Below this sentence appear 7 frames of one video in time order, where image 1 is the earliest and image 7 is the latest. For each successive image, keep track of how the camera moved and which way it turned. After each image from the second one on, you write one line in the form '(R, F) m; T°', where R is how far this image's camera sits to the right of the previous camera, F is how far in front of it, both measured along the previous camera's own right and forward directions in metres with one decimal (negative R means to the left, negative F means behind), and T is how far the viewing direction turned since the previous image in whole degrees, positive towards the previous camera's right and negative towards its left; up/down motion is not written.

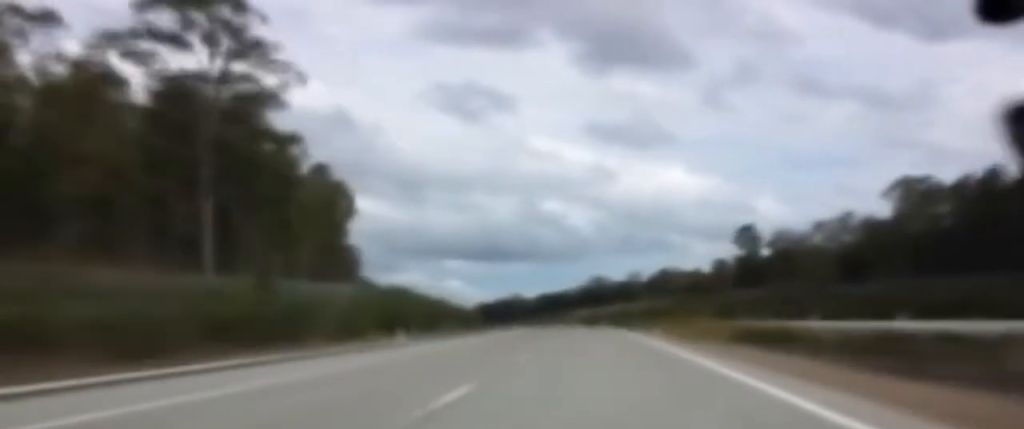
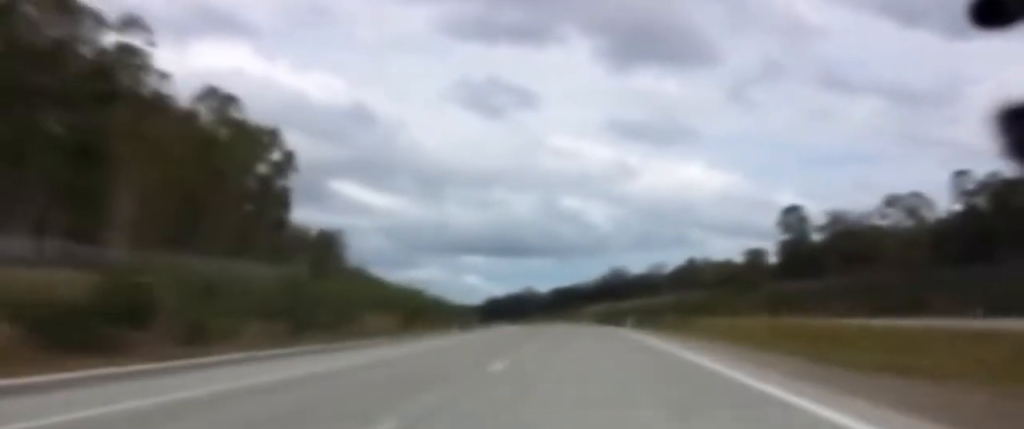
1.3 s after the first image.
(-0.5, +39.9) m; -1°
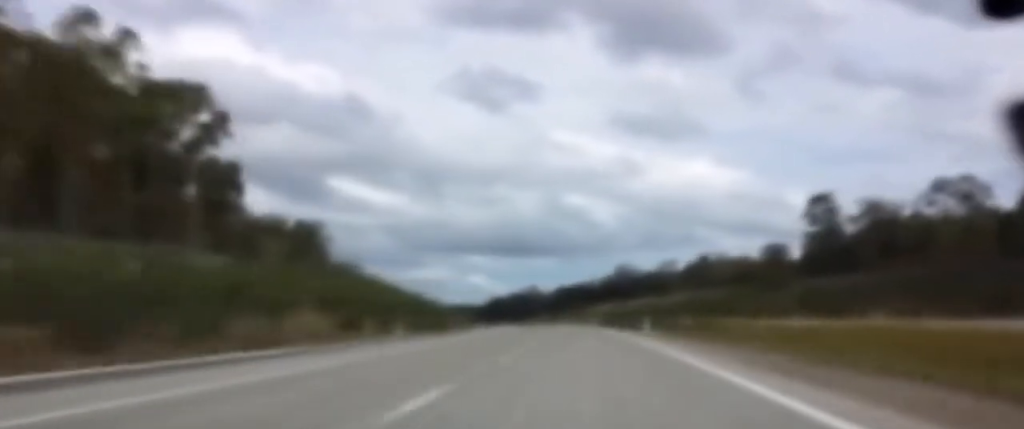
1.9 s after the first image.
(-0.1, +18.5) m; 0°
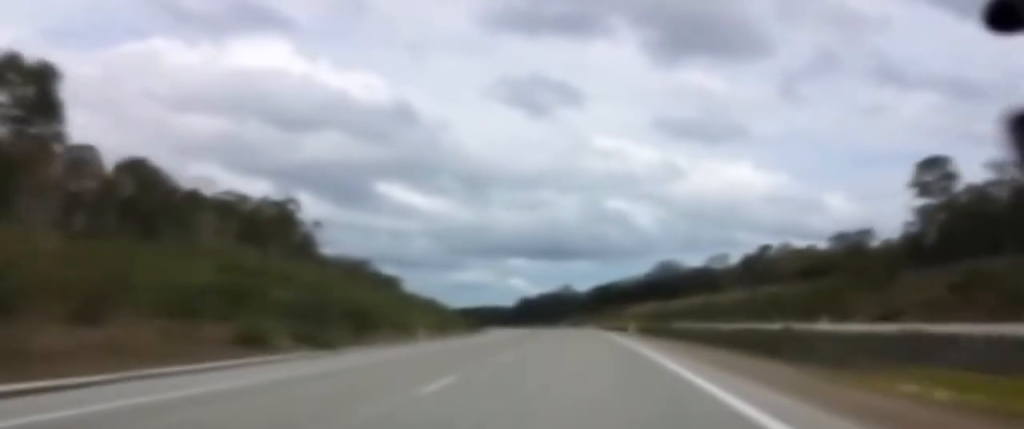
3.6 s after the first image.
(-0.5, +53.2) m; -1°
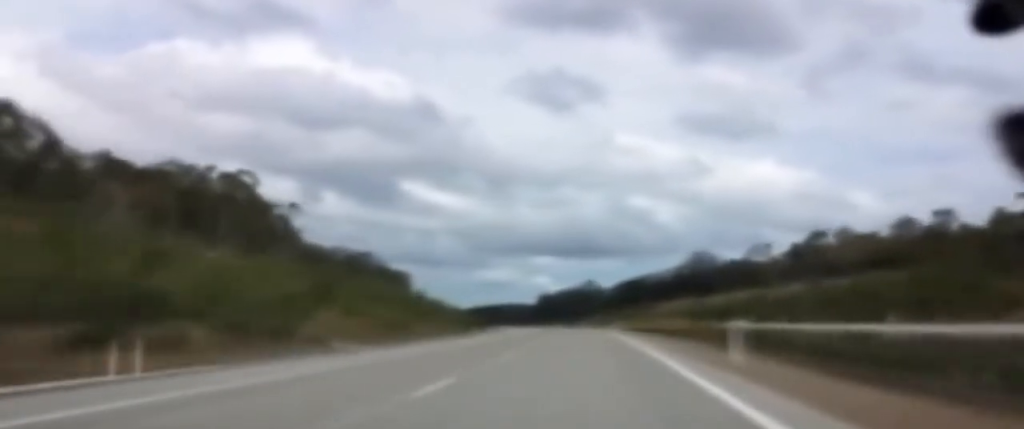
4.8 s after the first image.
(-0.5, +34.5) m; -2°
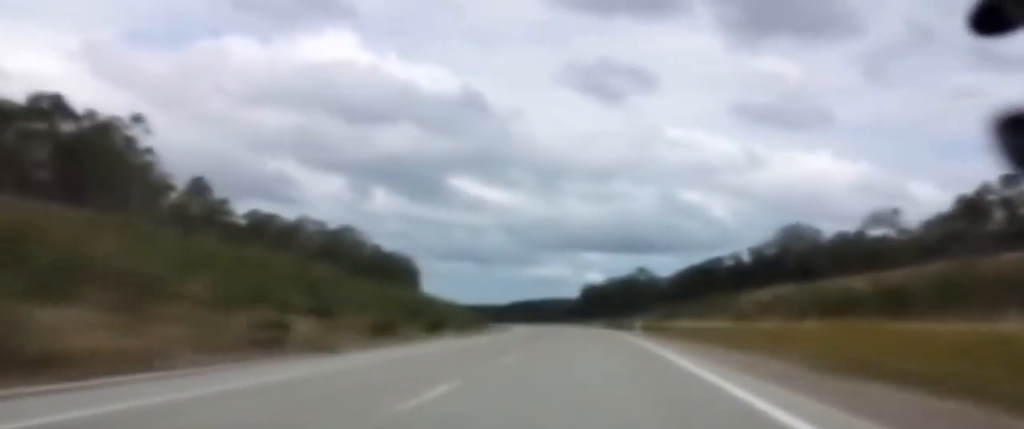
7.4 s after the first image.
(-2.4, +80.3) m; -3°
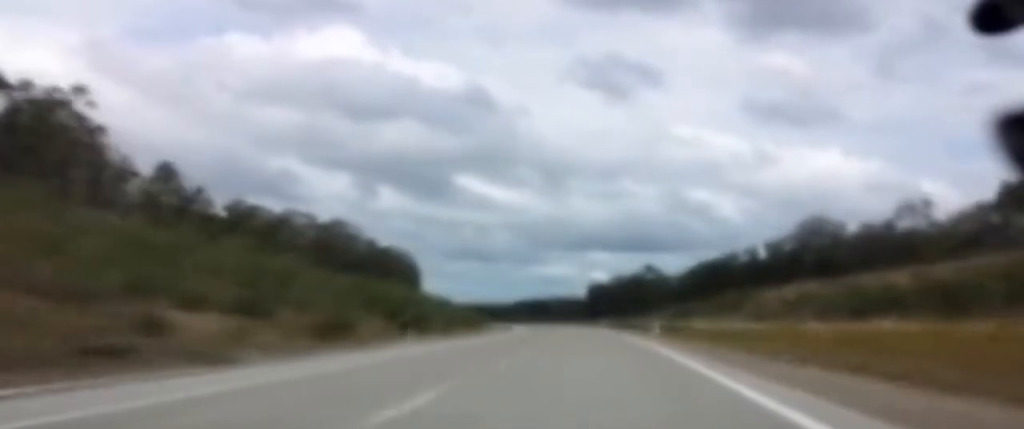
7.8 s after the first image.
(-0.1, +13.3) m; -1°
